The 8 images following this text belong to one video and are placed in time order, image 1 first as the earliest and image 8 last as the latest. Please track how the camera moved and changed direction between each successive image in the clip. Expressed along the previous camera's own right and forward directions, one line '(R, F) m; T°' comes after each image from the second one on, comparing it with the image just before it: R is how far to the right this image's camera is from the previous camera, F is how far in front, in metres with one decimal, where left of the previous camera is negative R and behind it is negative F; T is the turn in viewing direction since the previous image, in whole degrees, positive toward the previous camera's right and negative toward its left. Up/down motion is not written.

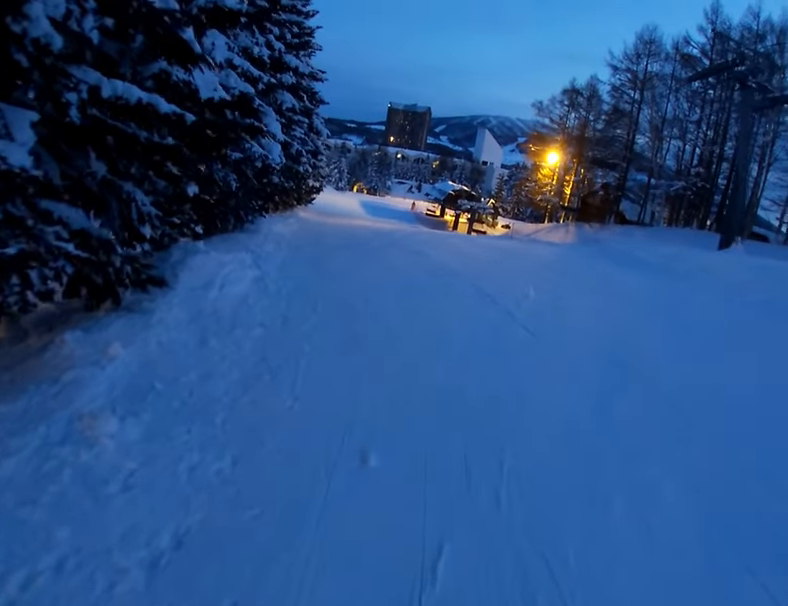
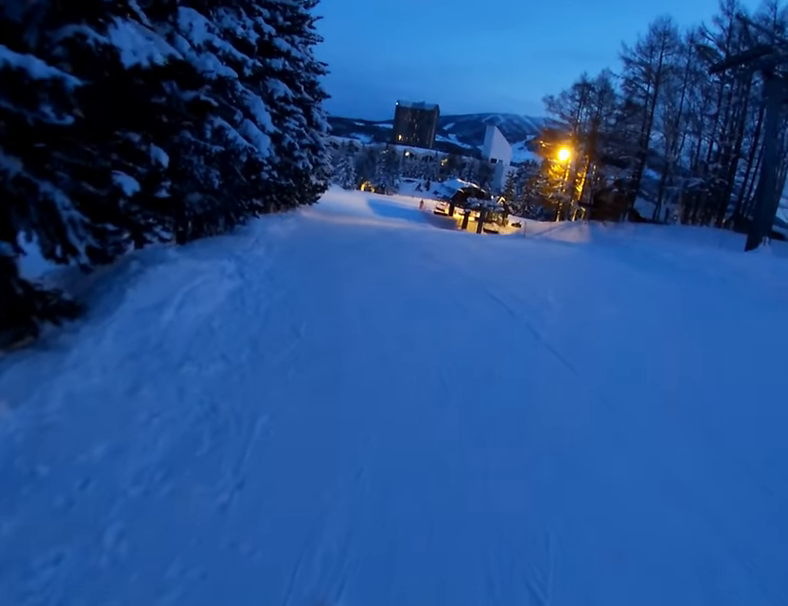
(0.0, +1.6) m; 0°
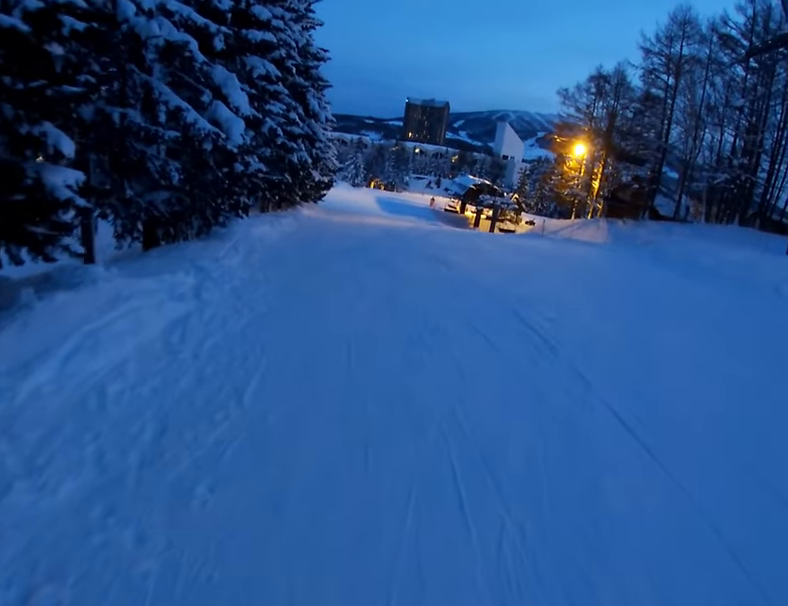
(0.0, +2.4) m; 0°
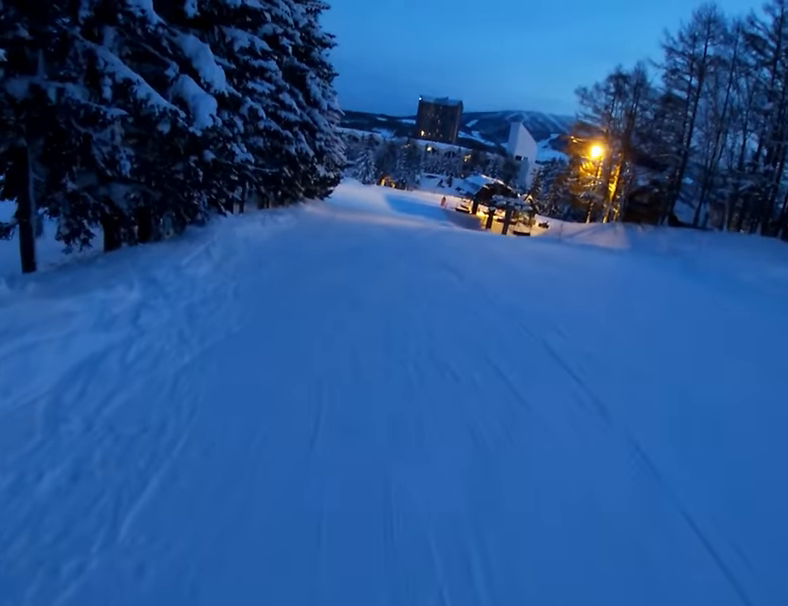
(0.0, +2.0) m; 0°
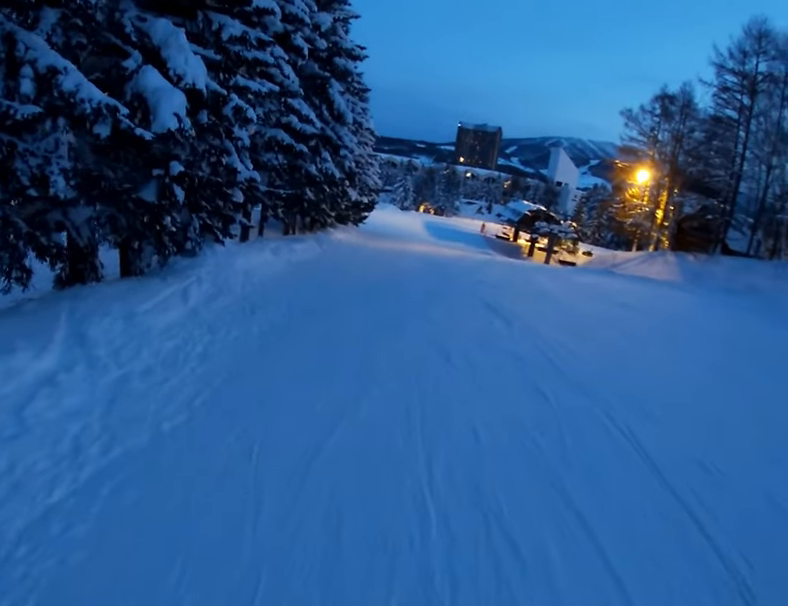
(0.0, +2.4) m; 0°
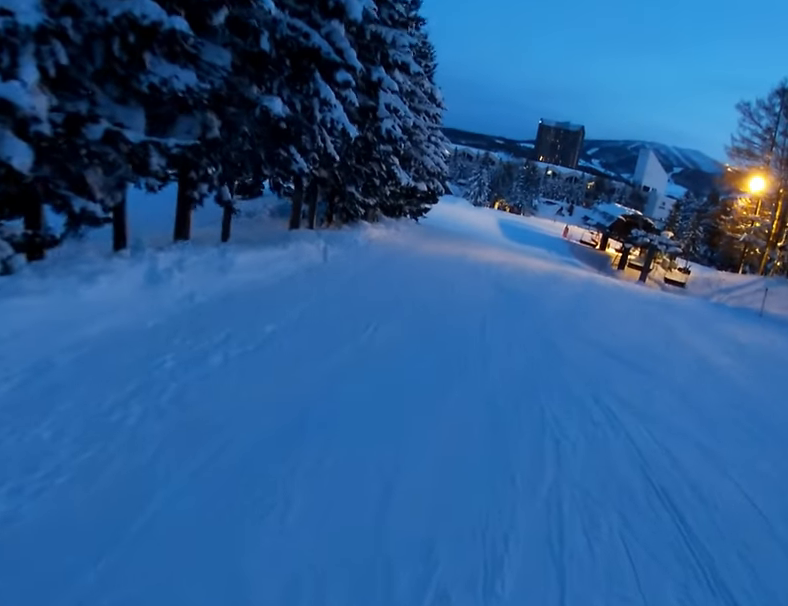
(-0.1, +7.7) m; -4°
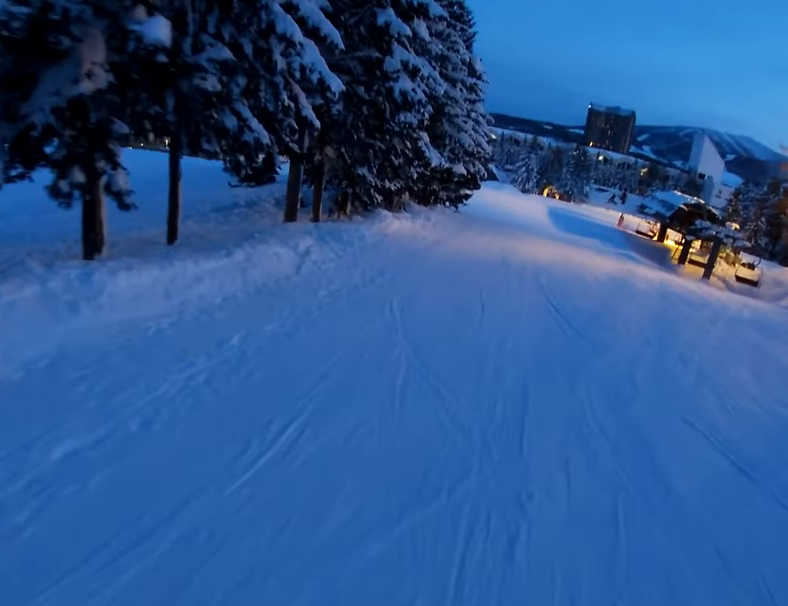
(+0.1, +3.5) m; -7°
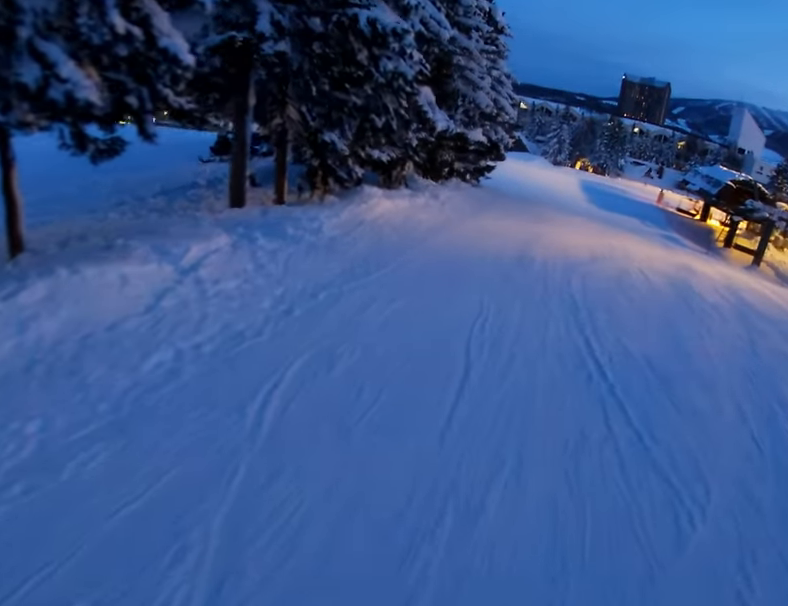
(-0.5, +3.7) m; +1°
